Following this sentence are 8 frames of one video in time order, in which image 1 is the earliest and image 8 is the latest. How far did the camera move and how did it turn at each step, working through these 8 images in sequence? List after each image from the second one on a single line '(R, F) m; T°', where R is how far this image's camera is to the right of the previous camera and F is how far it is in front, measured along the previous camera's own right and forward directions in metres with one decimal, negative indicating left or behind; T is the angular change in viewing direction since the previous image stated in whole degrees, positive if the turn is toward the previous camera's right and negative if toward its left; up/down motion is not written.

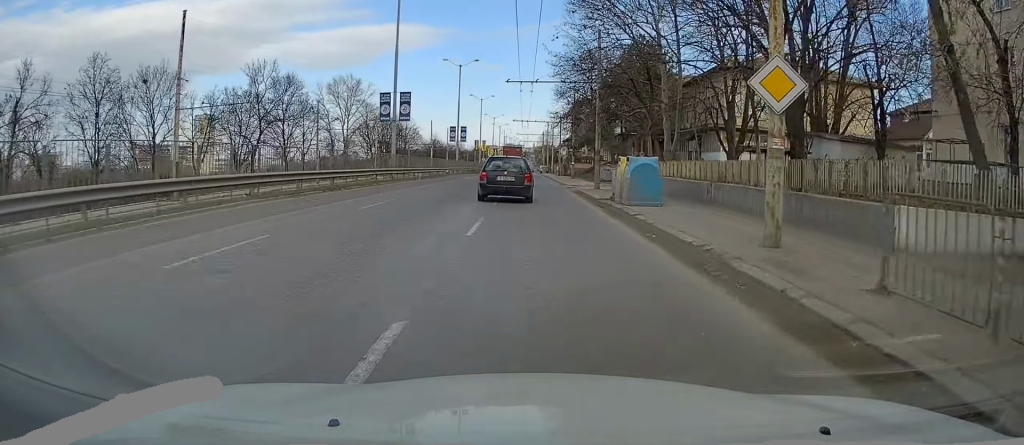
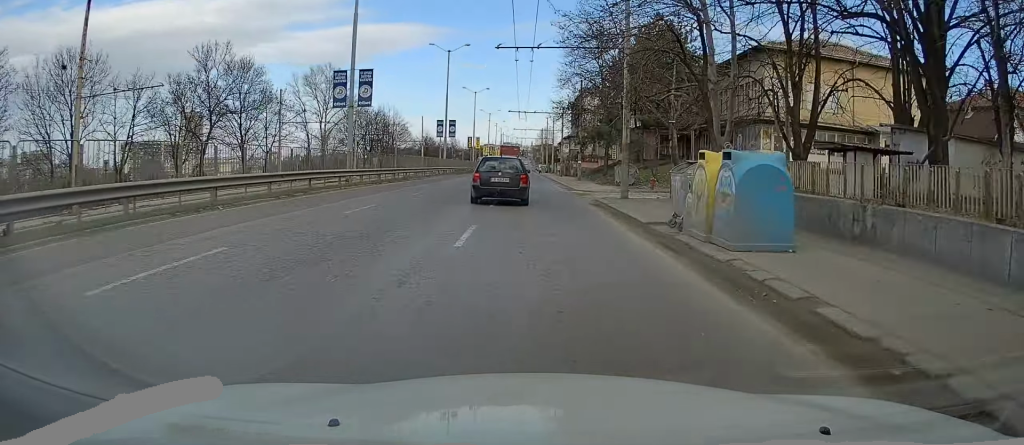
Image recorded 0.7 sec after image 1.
(+0.3, +10.4) m; +1°
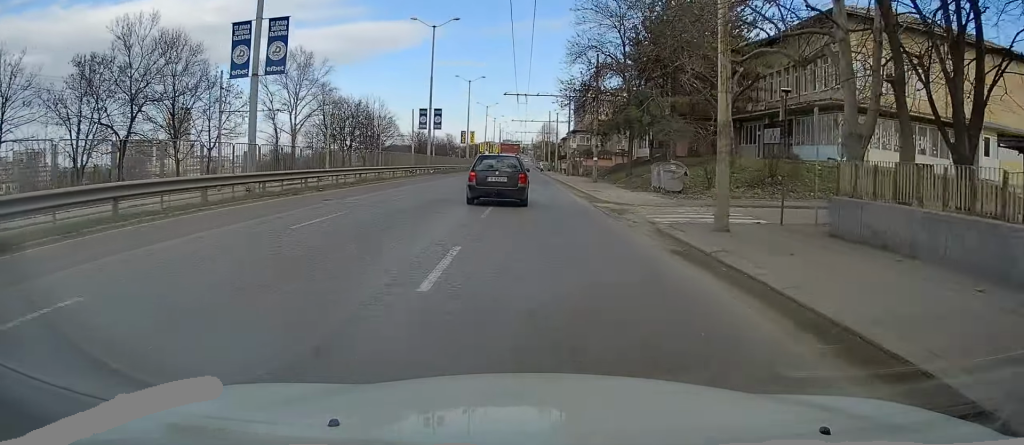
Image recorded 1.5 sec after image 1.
(-0.3, +12.3) m; 0°
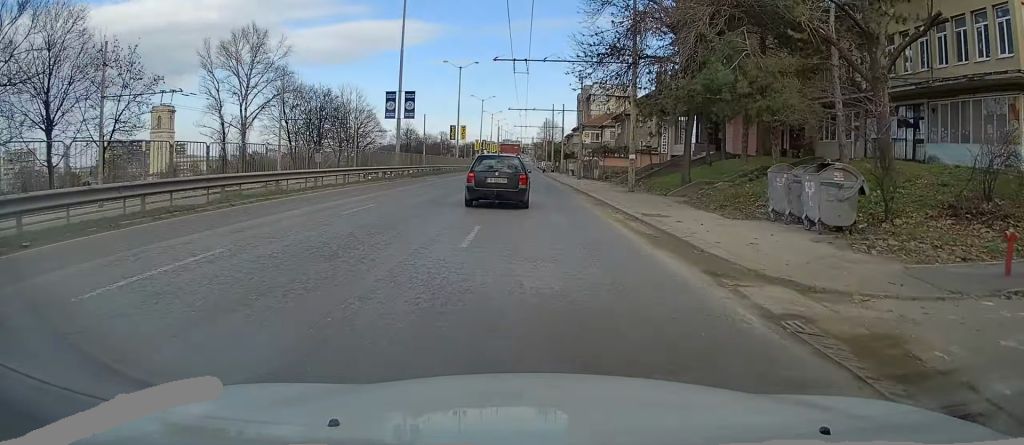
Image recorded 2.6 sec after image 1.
(+0.4, +14.9) m; -1°
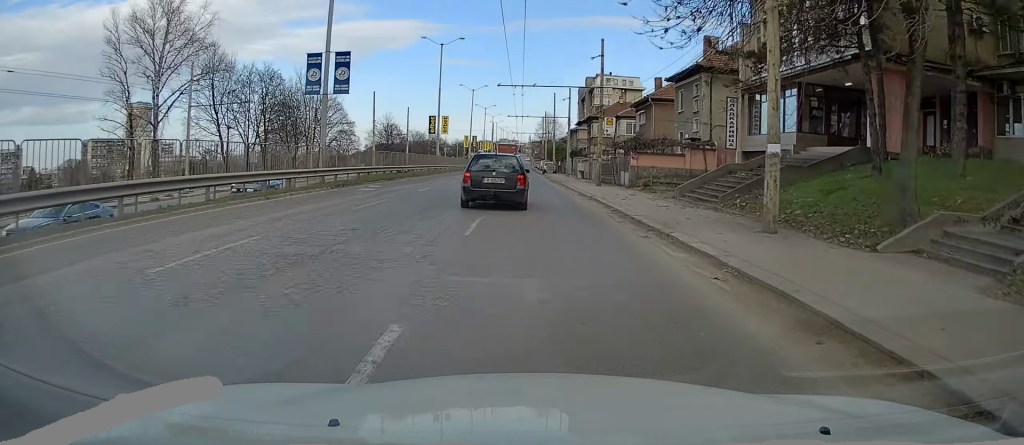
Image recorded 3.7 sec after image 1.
(-0.5, +16.7) m; 0°
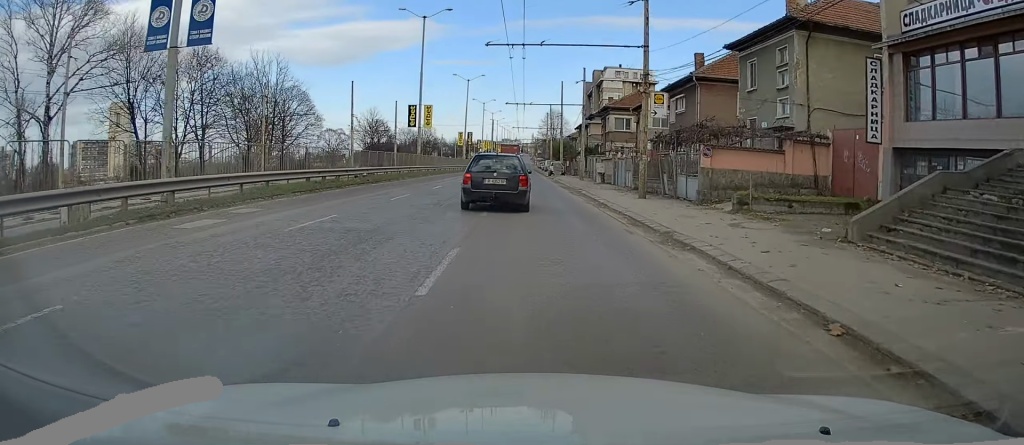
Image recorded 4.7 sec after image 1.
(+0.4, +13.8) m; +1°
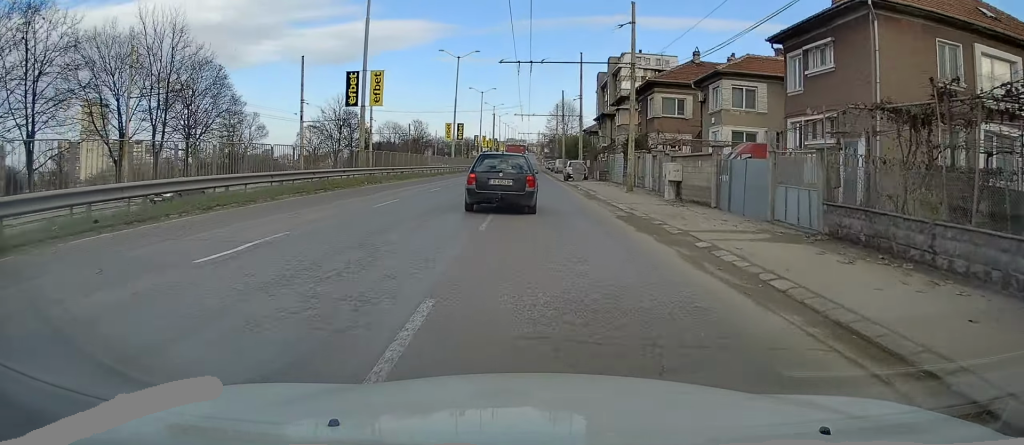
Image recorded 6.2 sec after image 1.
(-0.4, +21.4) m; -2°
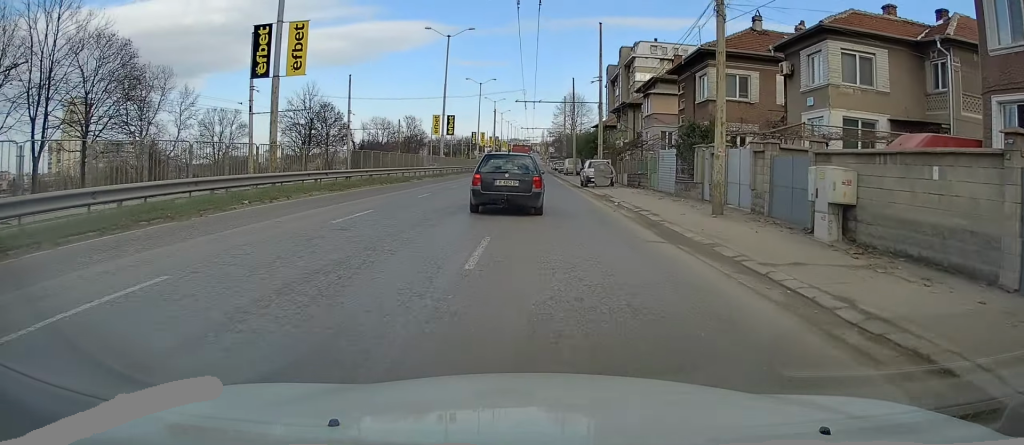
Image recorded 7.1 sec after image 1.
(0.0, +13.2) m; 0°
